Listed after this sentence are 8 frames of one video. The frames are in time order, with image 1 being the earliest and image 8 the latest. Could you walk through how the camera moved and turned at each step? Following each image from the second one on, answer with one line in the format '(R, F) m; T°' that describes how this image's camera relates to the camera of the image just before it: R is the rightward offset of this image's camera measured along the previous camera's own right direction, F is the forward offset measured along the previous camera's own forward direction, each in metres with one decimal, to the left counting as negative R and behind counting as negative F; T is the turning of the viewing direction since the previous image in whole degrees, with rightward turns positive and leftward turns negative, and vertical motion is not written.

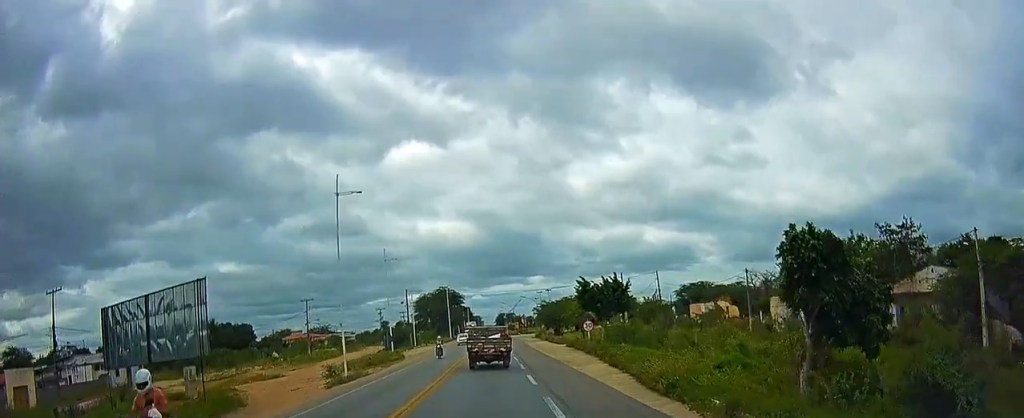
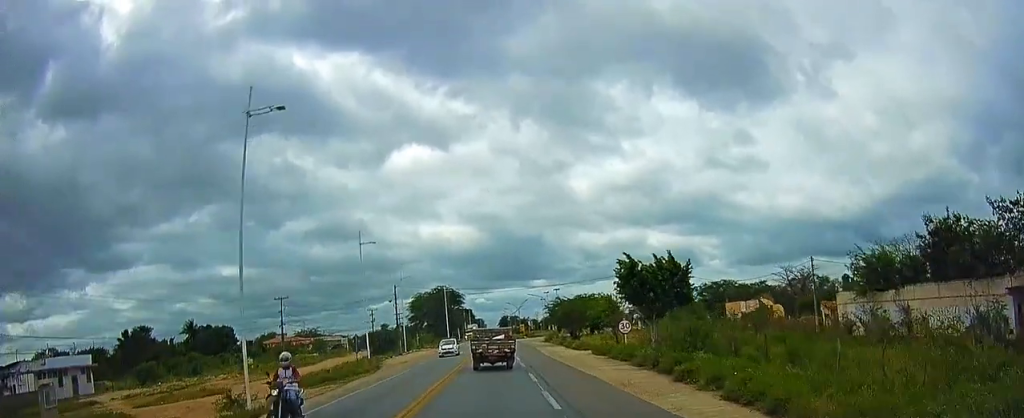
(+0.2, +13.9) m; +1°
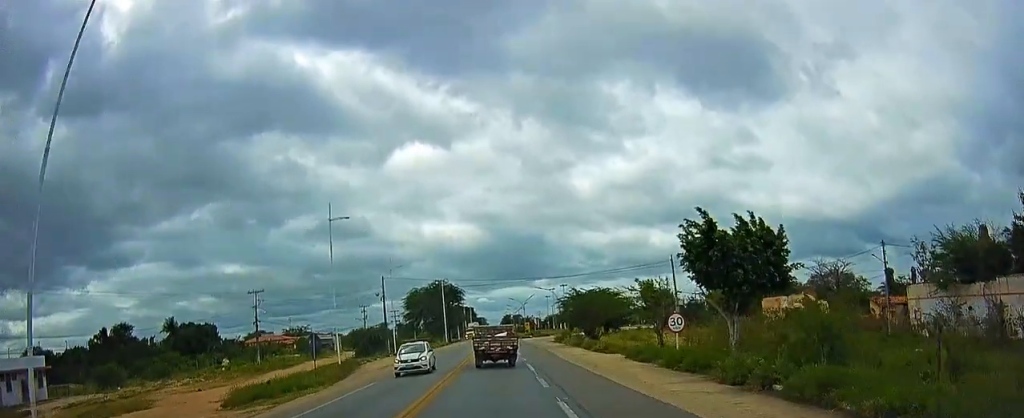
(0.0, +10.6) m; 0°
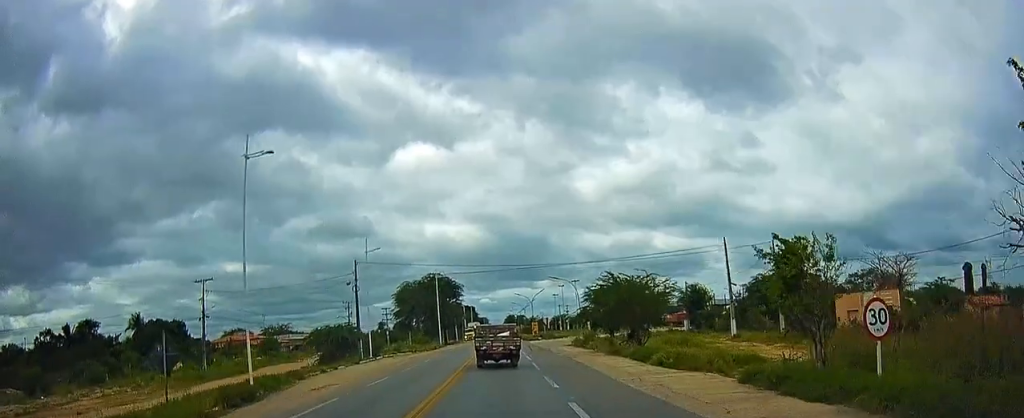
(-0.2, +16.0) m; -2°
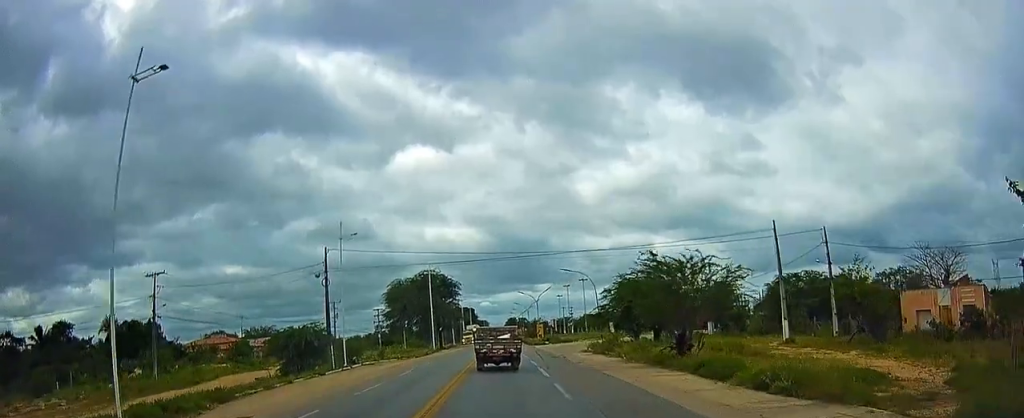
(-0.3, +10.6) m; 0°
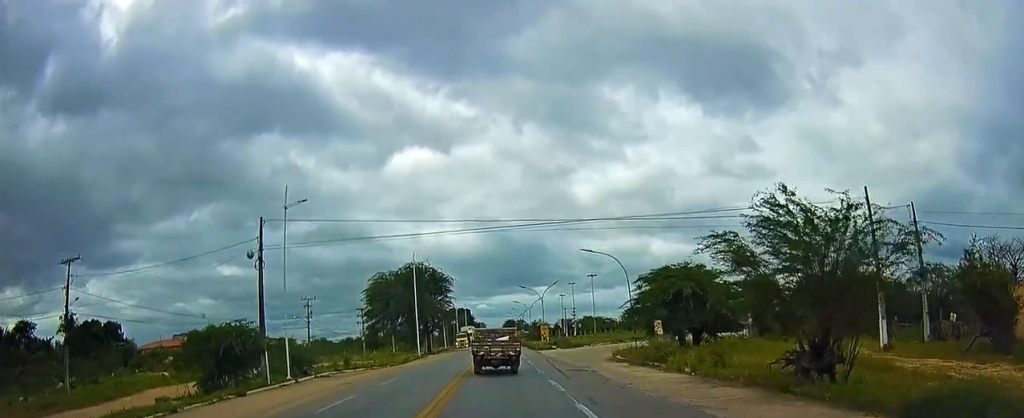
(+0.3, +13.6) m; +2°
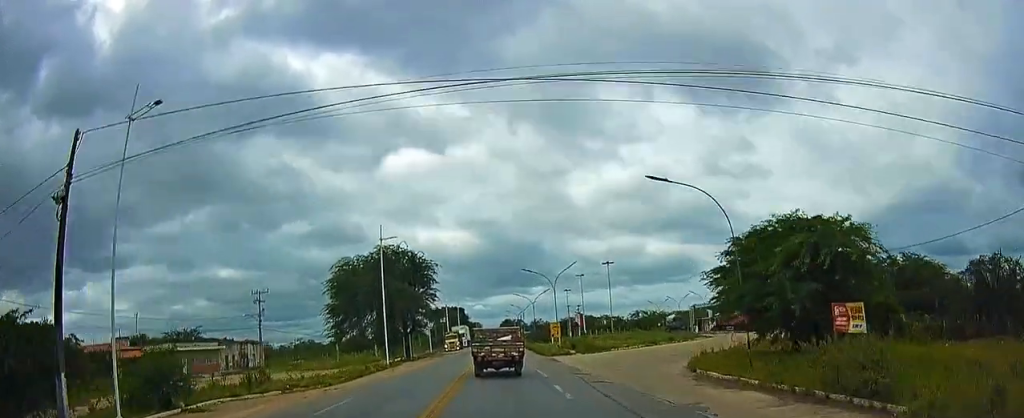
(+0.2, +18.6) m; 0°
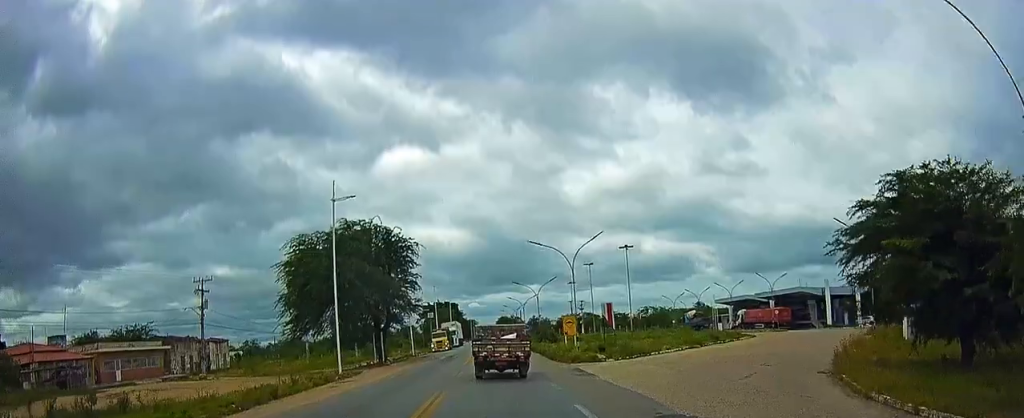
(-0.3, +15.1) m; -2°
